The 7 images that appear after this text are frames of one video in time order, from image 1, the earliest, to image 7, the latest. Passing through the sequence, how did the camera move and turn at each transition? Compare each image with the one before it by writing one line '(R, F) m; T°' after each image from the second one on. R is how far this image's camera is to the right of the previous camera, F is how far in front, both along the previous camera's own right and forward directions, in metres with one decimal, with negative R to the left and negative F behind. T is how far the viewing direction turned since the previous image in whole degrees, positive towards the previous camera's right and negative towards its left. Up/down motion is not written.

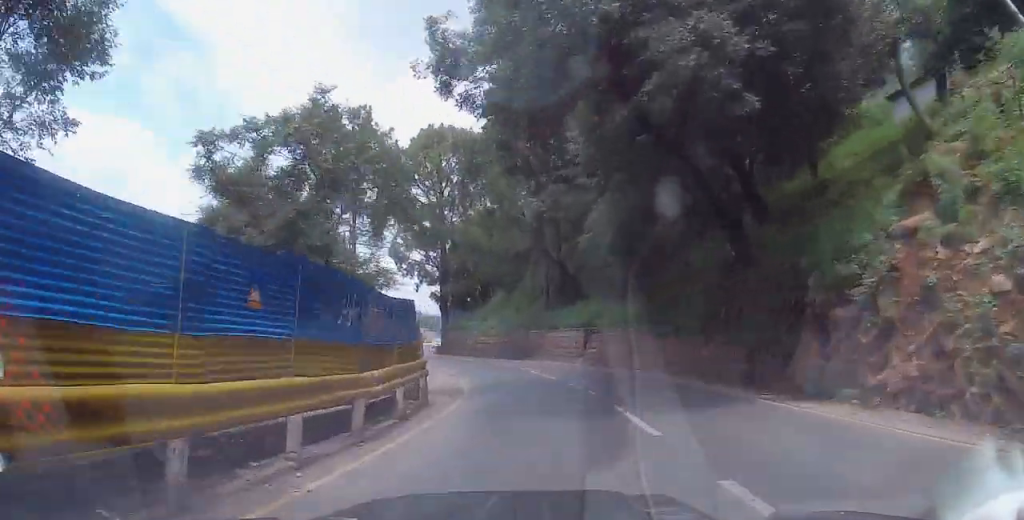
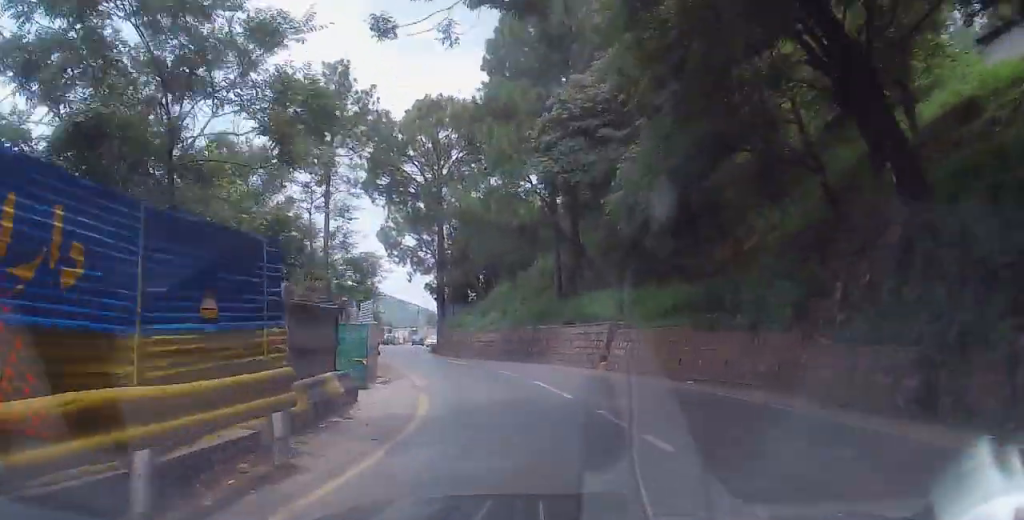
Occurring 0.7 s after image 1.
(0.0, +7.6) m; -4°
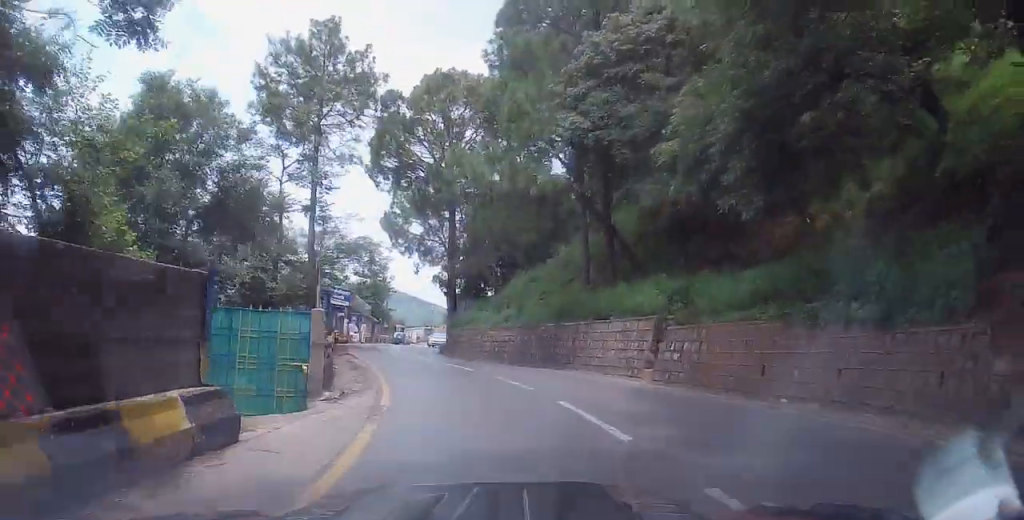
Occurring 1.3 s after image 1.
(-0.1, +5.6) m; -3°
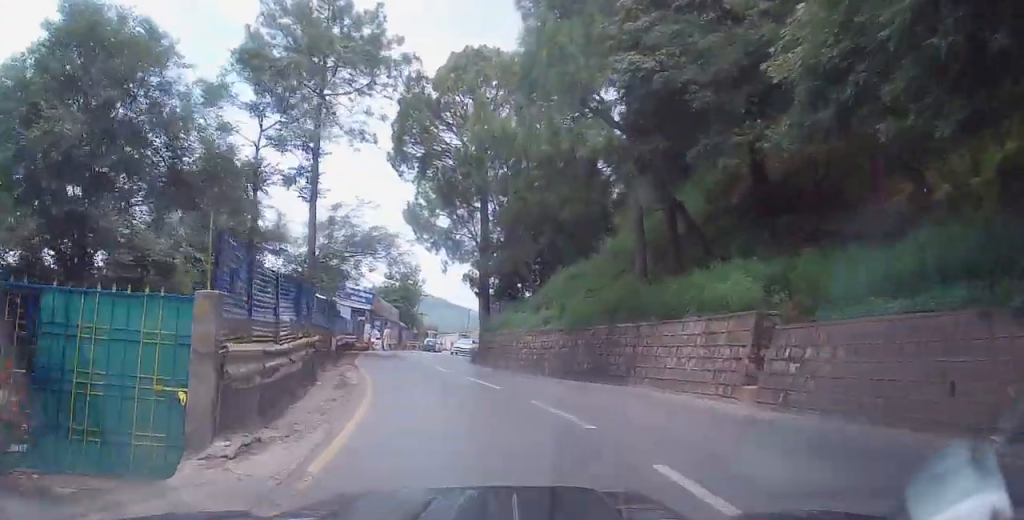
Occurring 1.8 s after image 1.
(-0.3, +5.2) m; -4°
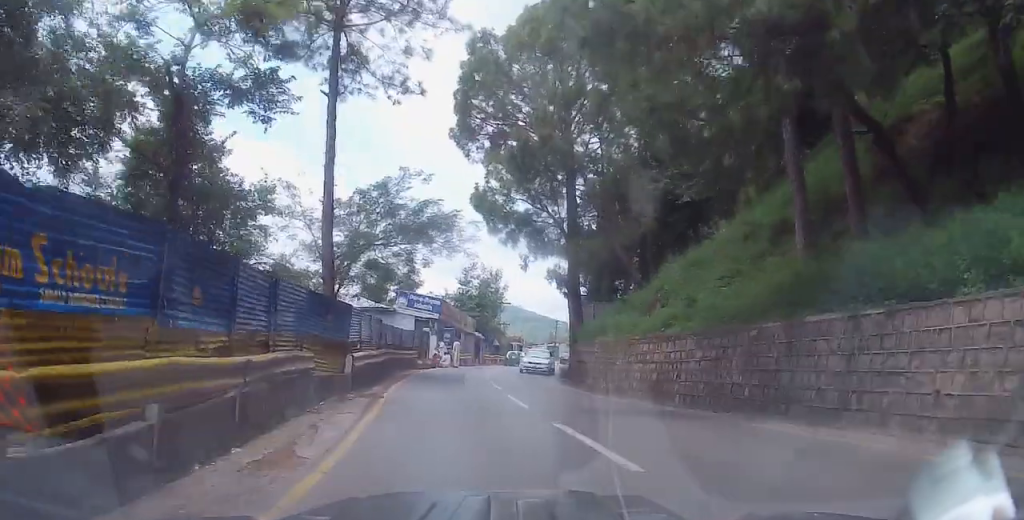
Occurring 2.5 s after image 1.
(-0.4, +8.0) m; -5°
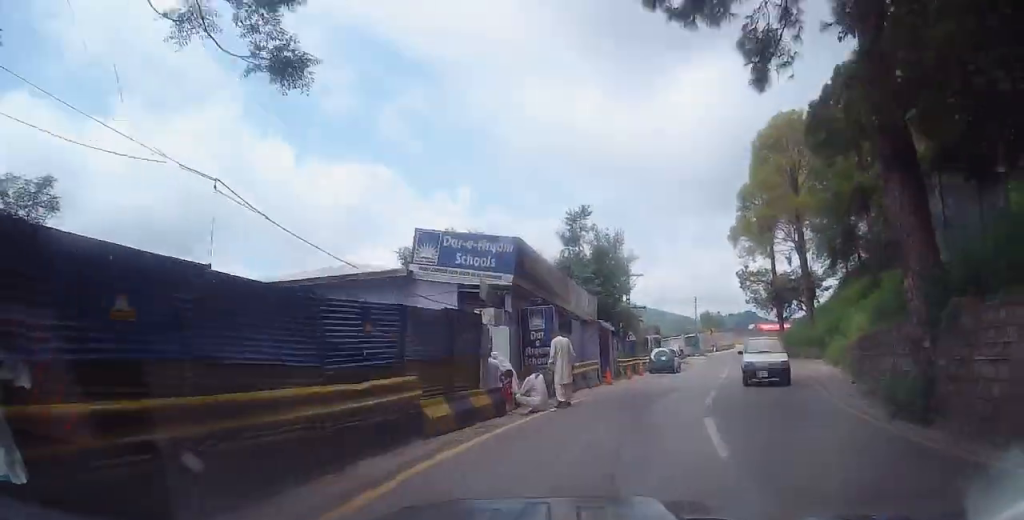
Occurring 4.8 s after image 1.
(-1.7, +23.4) m; -5°
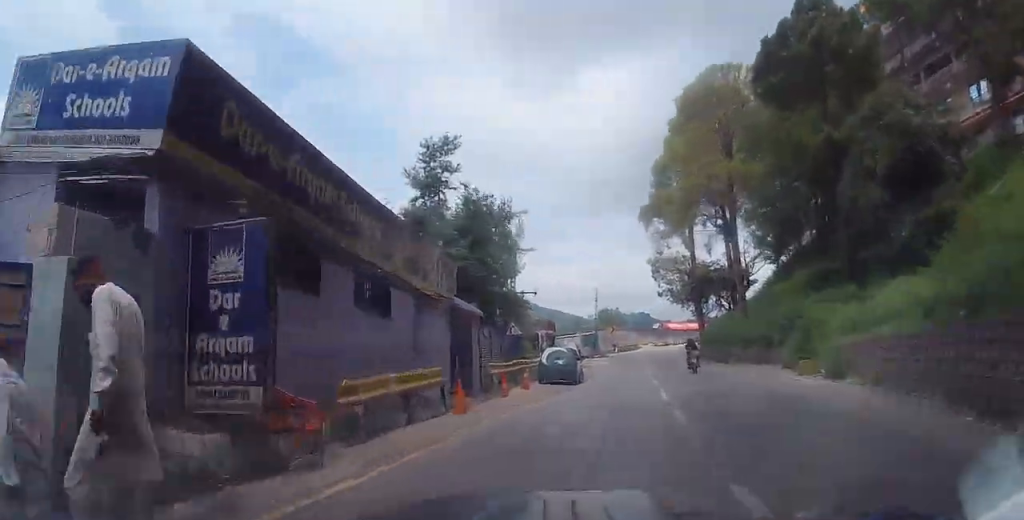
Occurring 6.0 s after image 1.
(0.0, +11.0) m; +5°
